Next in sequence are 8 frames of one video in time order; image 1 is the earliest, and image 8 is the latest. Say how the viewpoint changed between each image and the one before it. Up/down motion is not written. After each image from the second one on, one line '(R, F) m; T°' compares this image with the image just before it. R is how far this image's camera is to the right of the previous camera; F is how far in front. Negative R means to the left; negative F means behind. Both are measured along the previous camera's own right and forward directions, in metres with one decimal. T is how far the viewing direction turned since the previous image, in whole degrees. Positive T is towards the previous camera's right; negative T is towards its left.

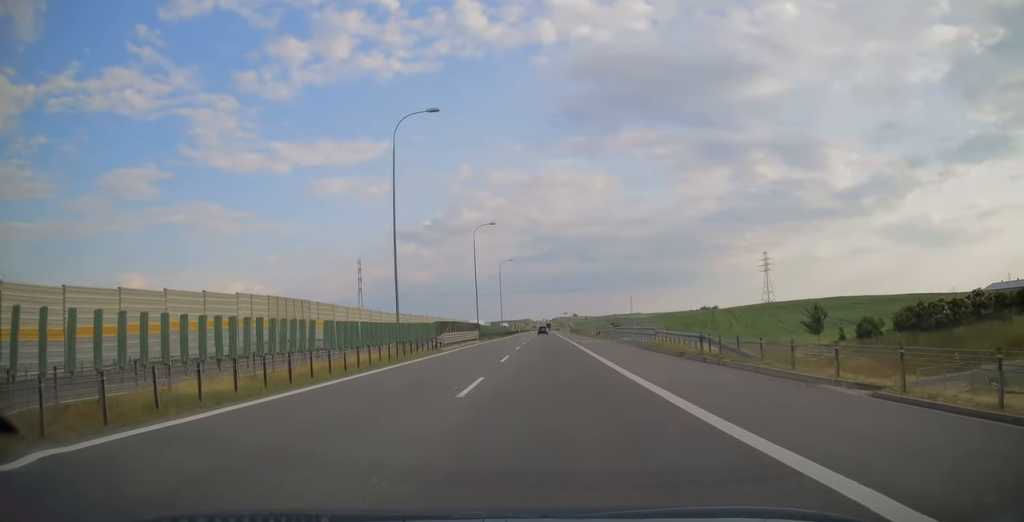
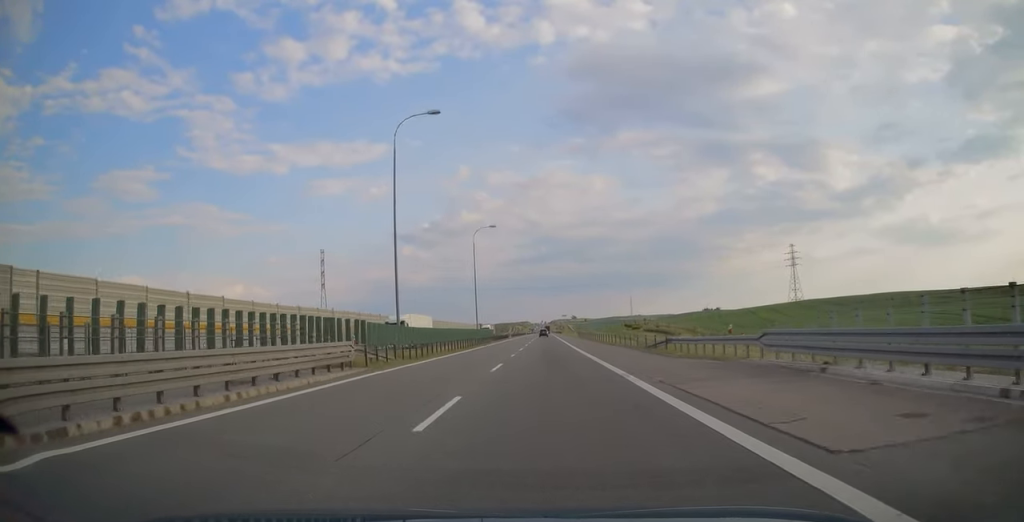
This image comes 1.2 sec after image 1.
(+0.1, +40.0) m; 0°
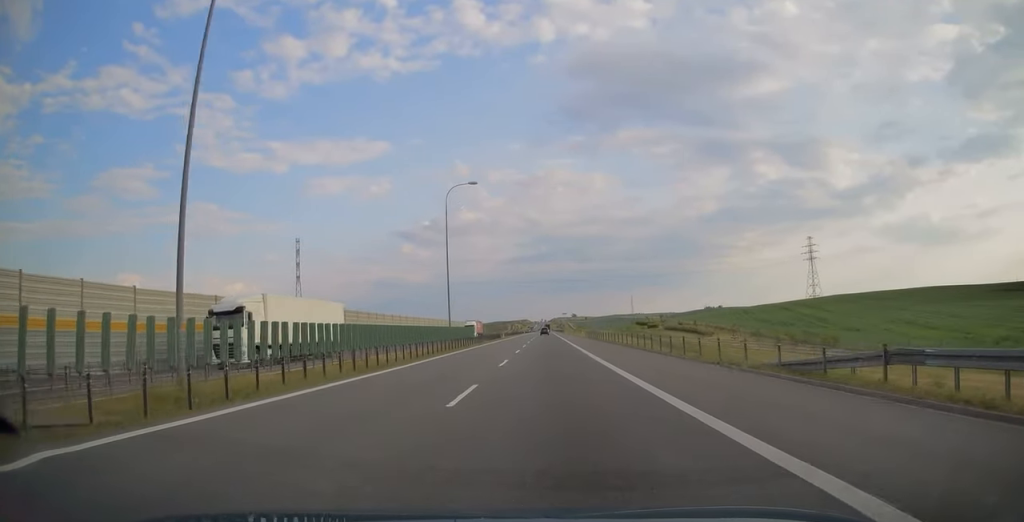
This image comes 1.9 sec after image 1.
(0.0, +21.3) m; 0°
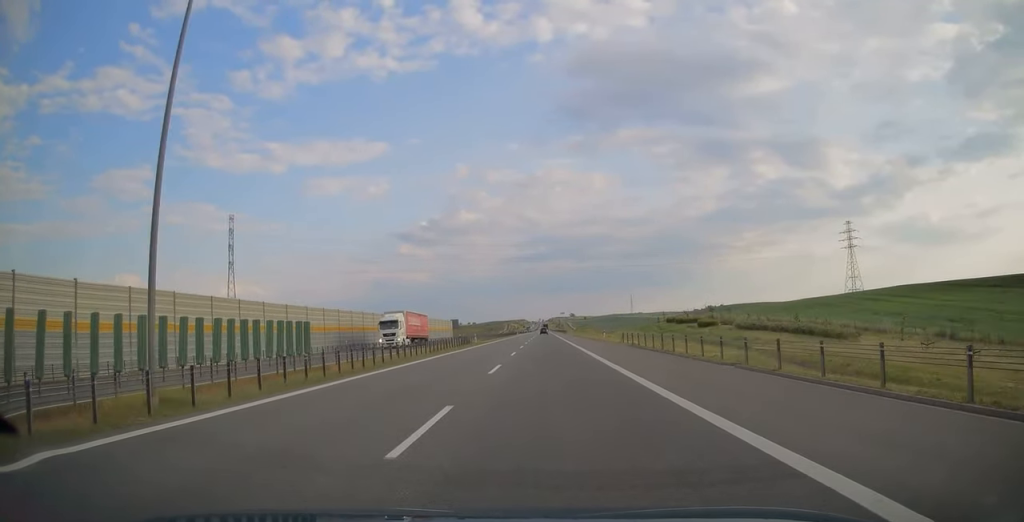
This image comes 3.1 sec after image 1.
(0.0, +40.5) m; 0°
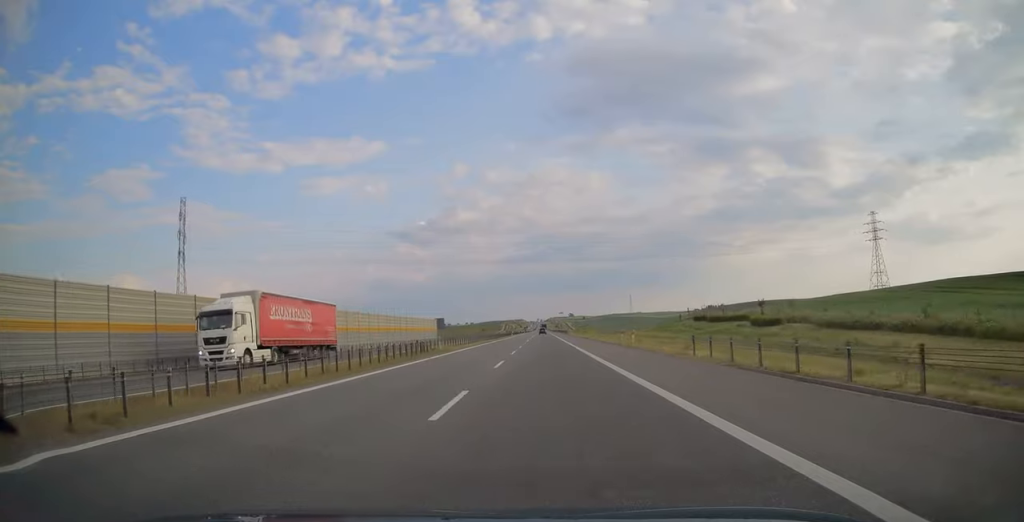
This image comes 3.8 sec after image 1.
(0.0, +21.4) m; 0°
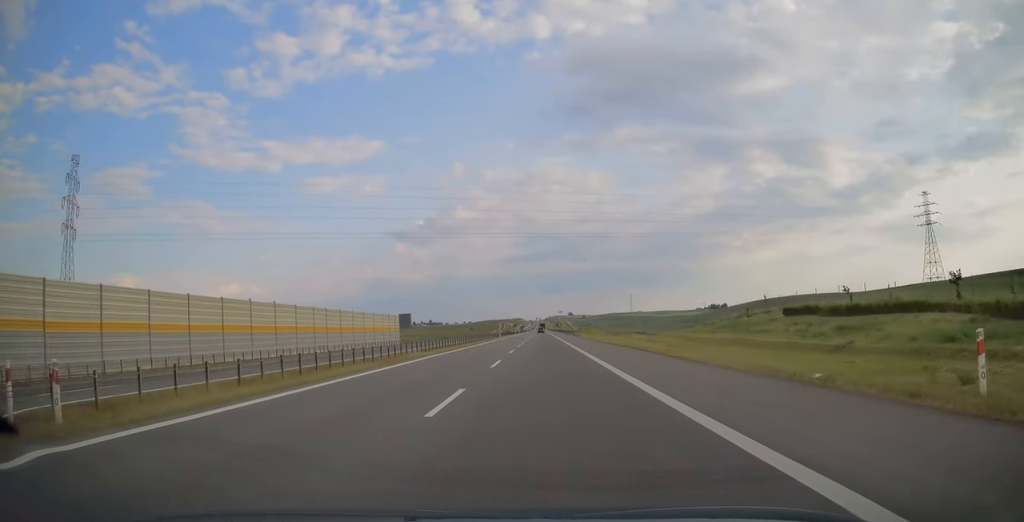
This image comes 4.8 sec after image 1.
(+0.1, +35.5) m; 0°
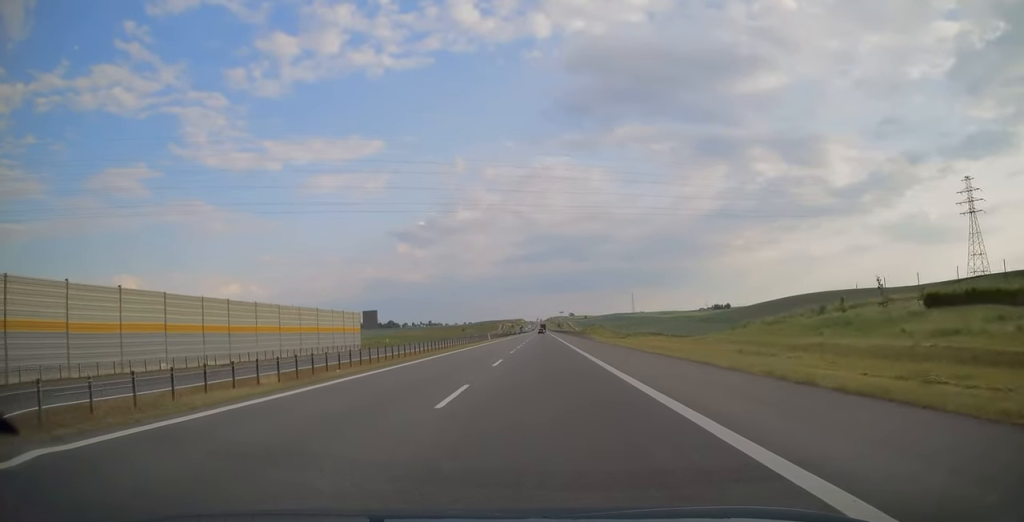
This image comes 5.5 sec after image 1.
(0.0, +23.0) m; 0°
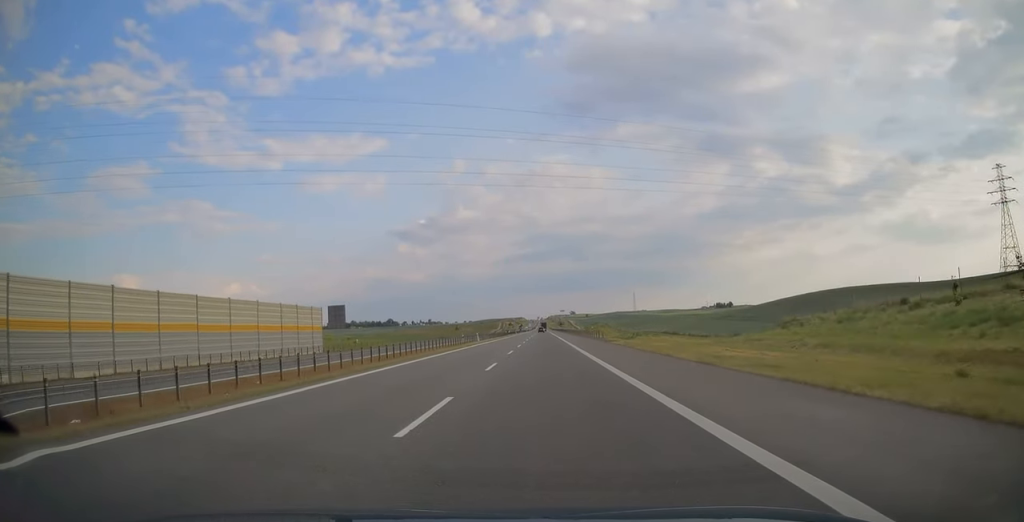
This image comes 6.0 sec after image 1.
(0.0, +14.8) m; 0°
